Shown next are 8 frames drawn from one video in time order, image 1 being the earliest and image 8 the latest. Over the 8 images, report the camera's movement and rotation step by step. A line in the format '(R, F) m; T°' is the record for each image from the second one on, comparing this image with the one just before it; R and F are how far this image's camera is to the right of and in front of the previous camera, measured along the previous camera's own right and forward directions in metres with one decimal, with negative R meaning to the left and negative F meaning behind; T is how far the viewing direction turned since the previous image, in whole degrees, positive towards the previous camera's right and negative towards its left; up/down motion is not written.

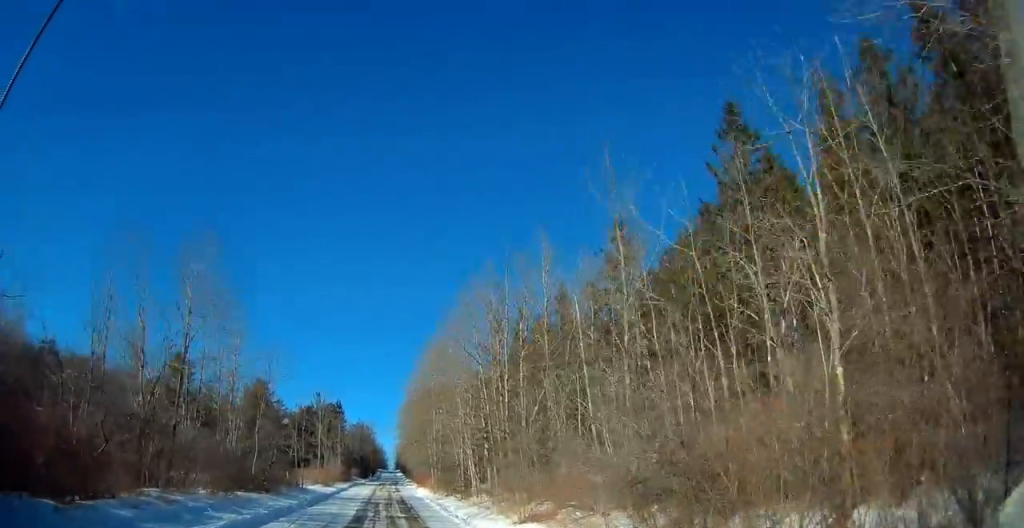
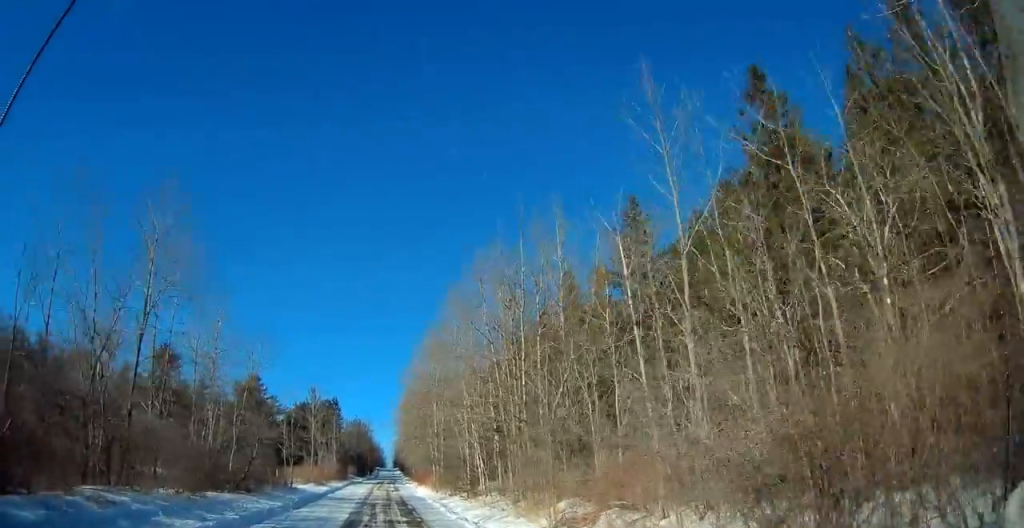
(0.0, +4.4) m; 0°
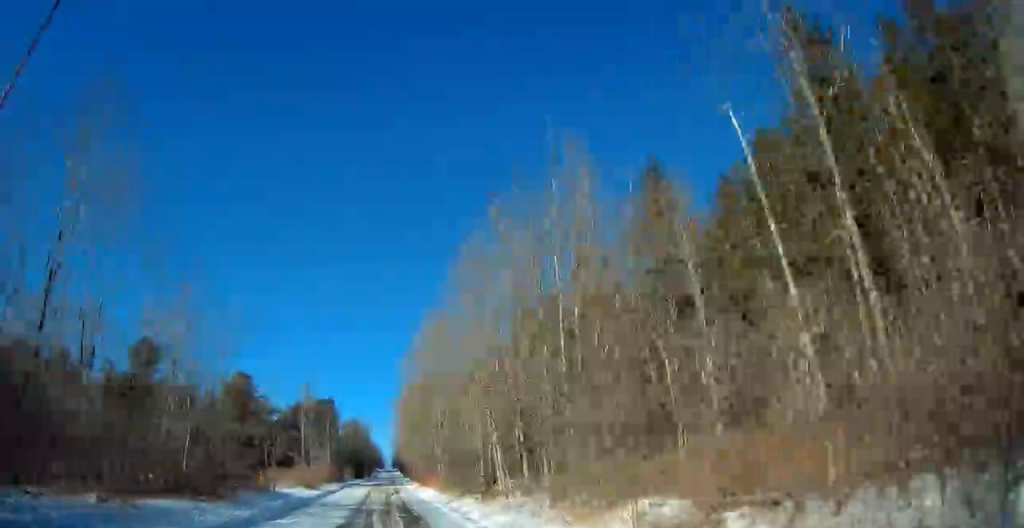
(+0.1, +6.5) m; 0°
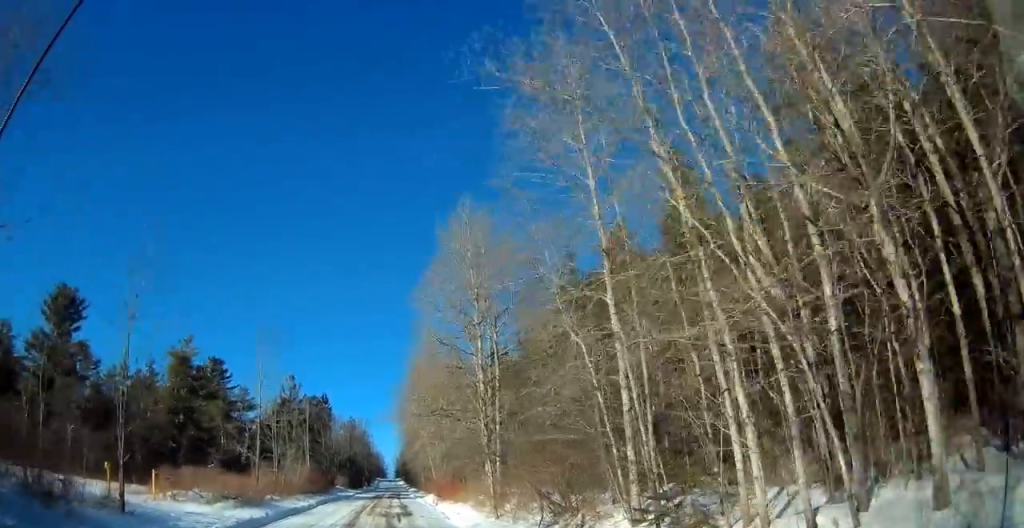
(+0.1, +21.7) m; 0°
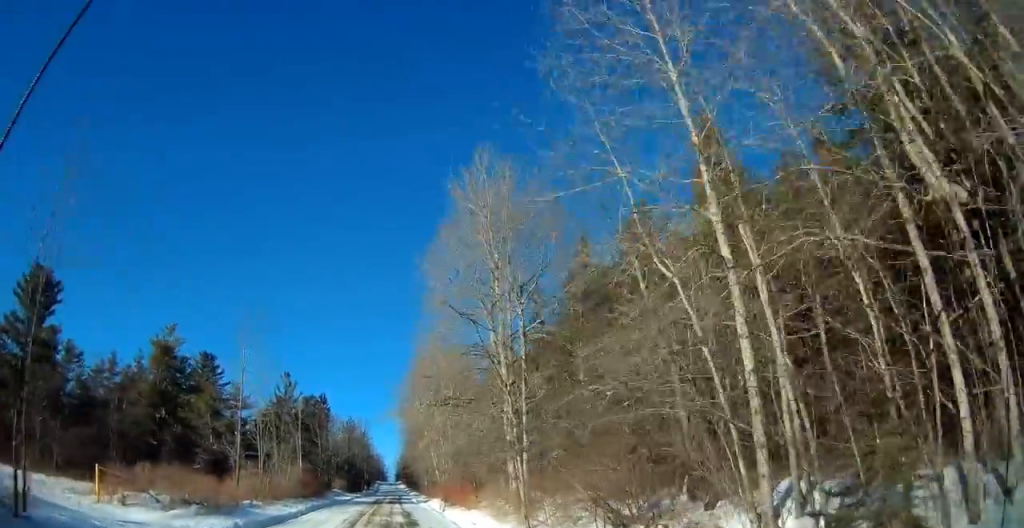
(0.0, +5.2) m; 0°
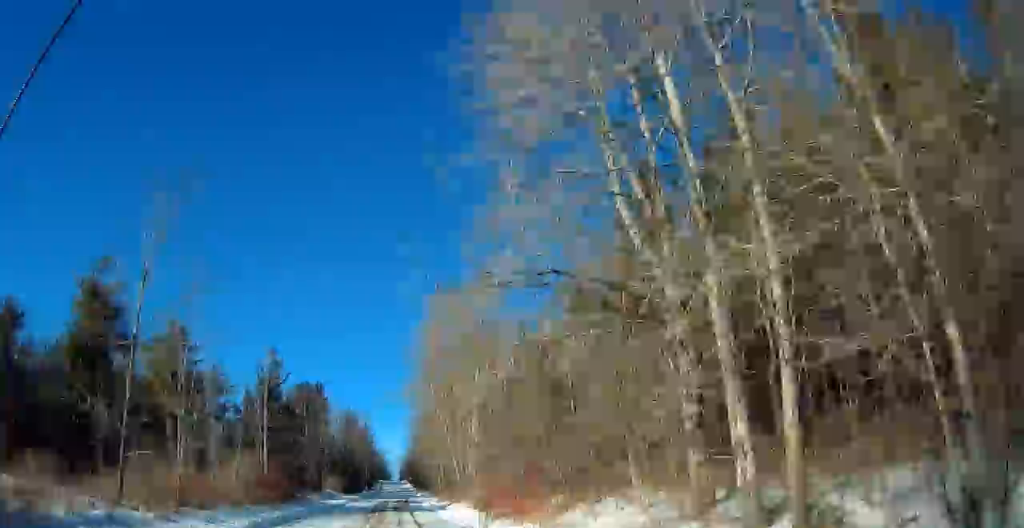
(0.0, +15.4) m; 0°
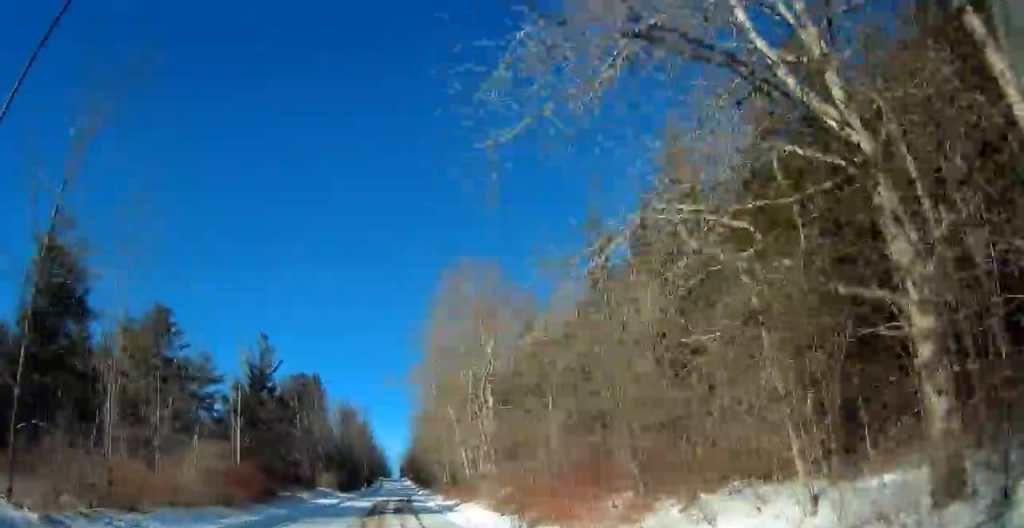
(0.0, +6.2) m; 0°
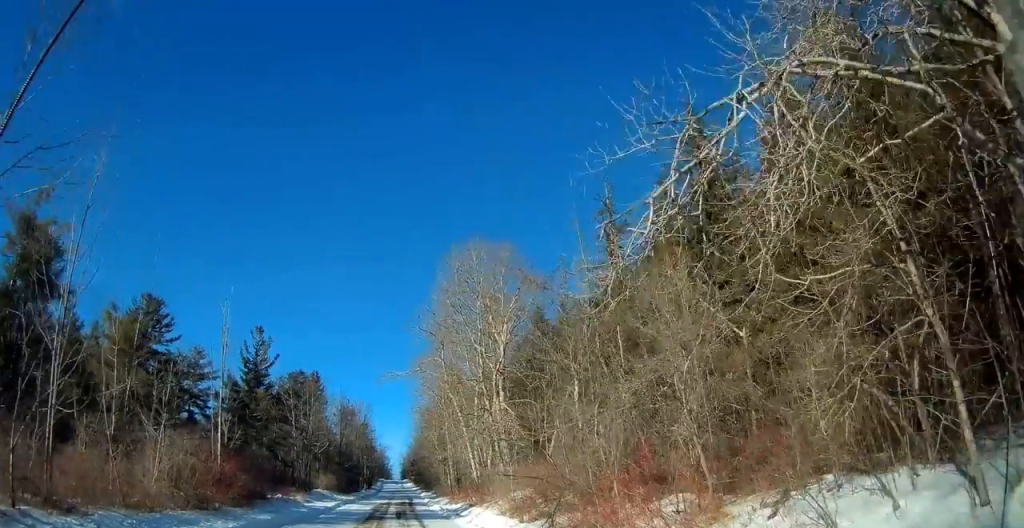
(0.0, +3.3) m; 0°
